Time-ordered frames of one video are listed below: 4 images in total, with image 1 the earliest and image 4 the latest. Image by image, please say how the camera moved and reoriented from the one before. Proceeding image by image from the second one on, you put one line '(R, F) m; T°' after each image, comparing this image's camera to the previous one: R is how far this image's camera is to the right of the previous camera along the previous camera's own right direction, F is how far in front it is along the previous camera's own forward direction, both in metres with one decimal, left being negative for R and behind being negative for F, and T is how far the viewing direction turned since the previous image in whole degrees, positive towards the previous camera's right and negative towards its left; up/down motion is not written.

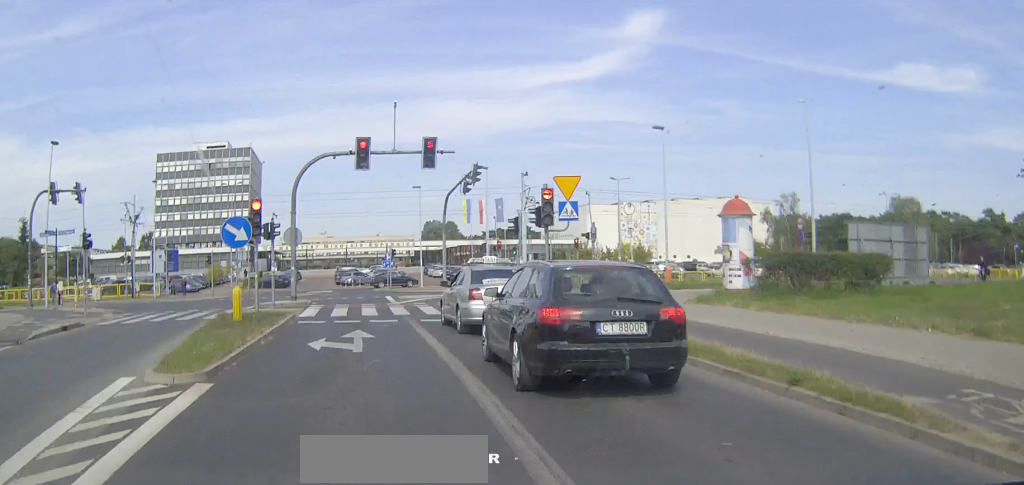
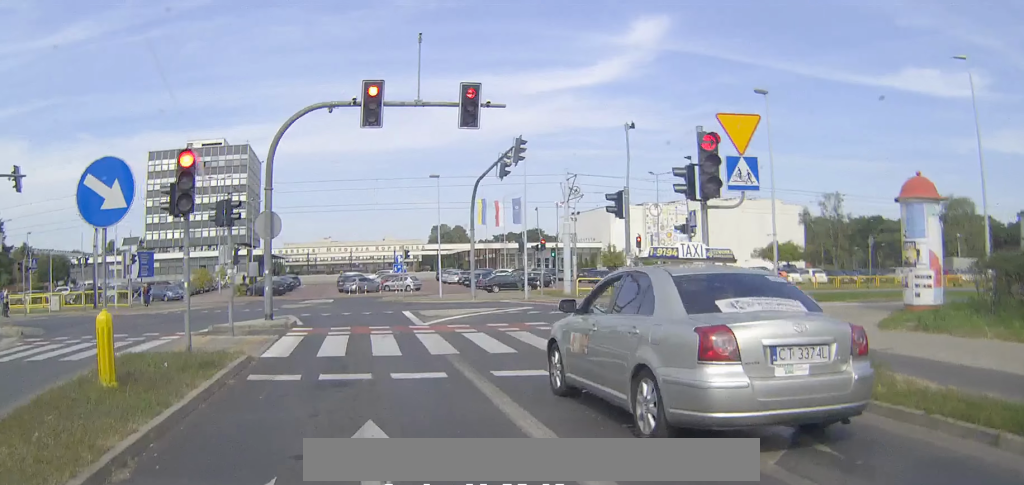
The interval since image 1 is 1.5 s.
(+0.1, +11.6) m; 0°
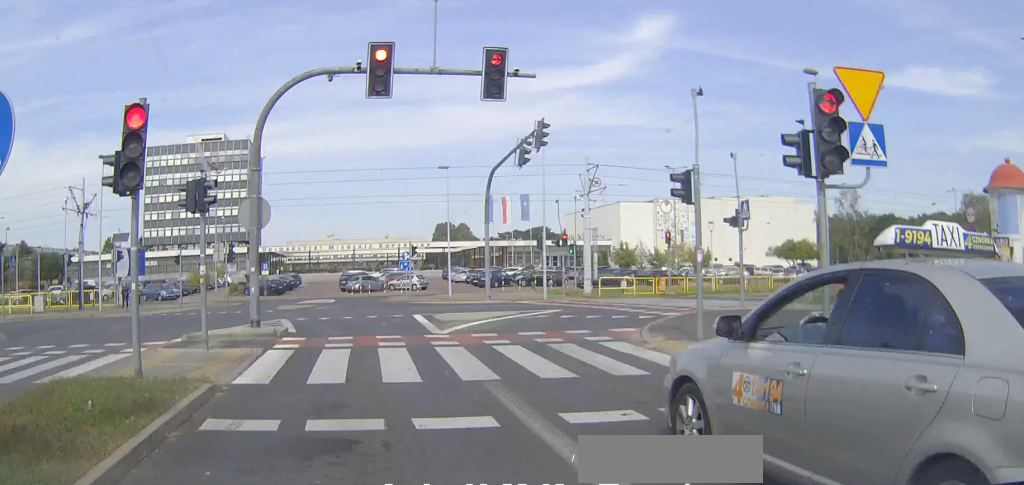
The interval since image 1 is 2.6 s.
(0.0, +4.6) m; 0°
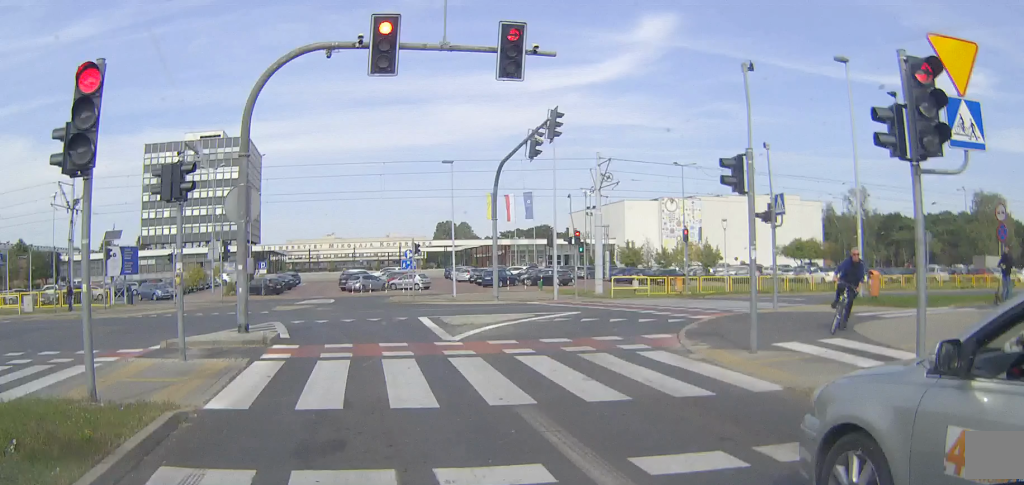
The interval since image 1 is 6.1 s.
(-0.3, +3.1) m; -4°
